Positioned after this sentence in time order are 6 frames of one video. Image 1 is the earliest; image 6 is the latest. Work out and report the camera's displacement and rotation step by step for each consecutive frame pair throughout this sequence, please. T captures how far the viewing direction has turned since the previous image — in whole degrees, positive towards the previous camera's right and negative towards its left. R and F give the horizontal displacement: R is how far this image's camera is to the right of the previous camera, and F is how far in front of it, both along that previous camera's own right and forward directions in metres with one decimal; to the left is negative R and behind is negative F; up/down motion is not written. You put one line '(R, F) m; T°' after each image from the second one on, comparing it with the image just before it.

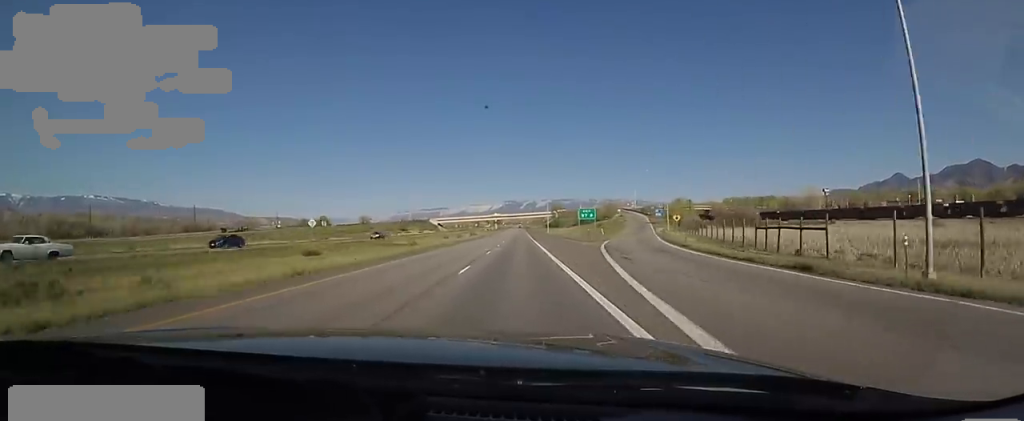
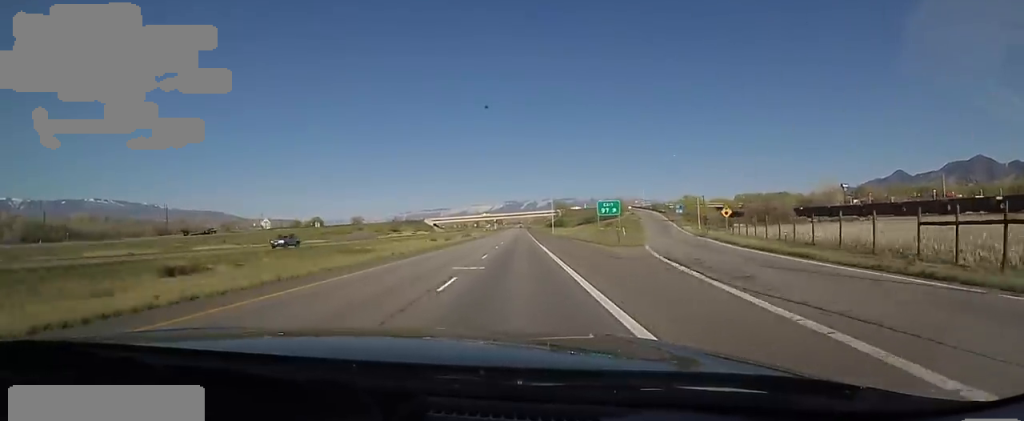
(-0.6, +16.2) m; 0°
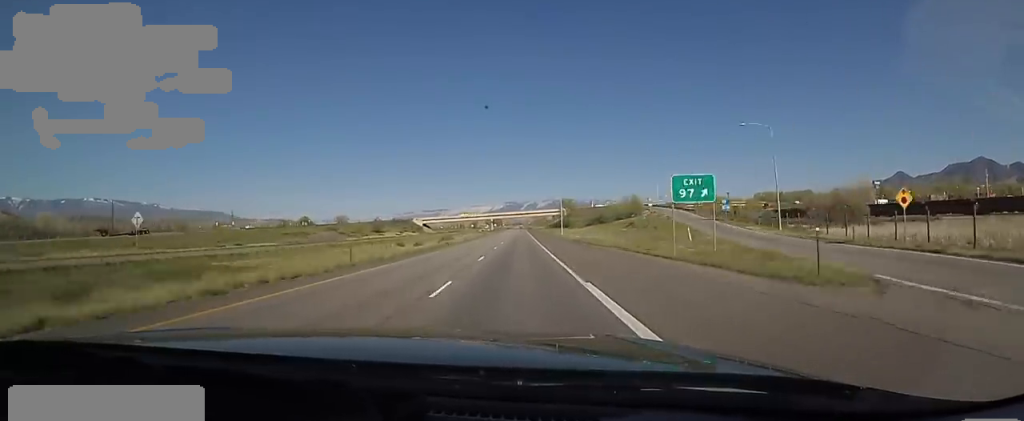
(-0.2, +25.6) m; 0°
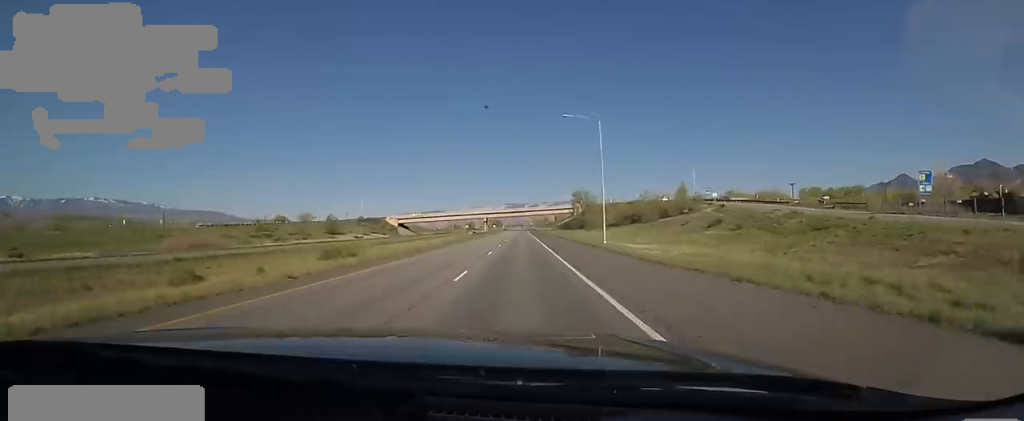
(+0.2, +45.2) m; -1°
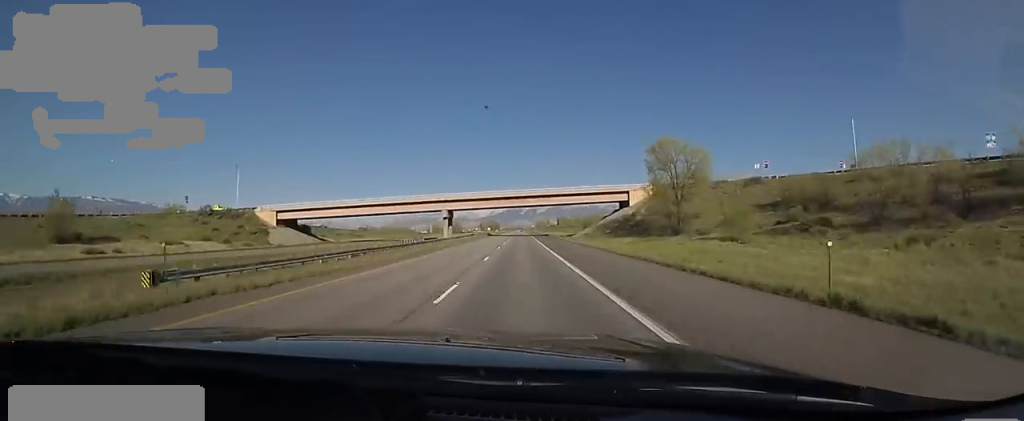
(+1.5, +88.1) m; +2°
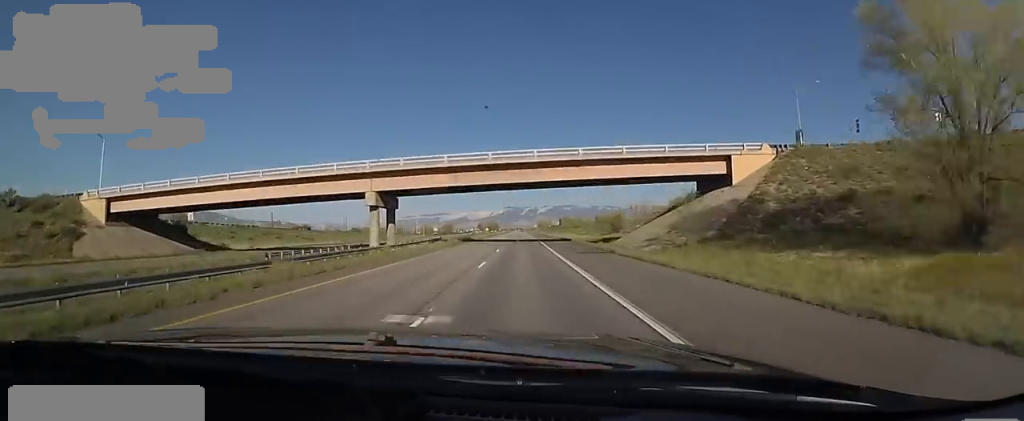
(-1.0, +40.6) m; 0°
